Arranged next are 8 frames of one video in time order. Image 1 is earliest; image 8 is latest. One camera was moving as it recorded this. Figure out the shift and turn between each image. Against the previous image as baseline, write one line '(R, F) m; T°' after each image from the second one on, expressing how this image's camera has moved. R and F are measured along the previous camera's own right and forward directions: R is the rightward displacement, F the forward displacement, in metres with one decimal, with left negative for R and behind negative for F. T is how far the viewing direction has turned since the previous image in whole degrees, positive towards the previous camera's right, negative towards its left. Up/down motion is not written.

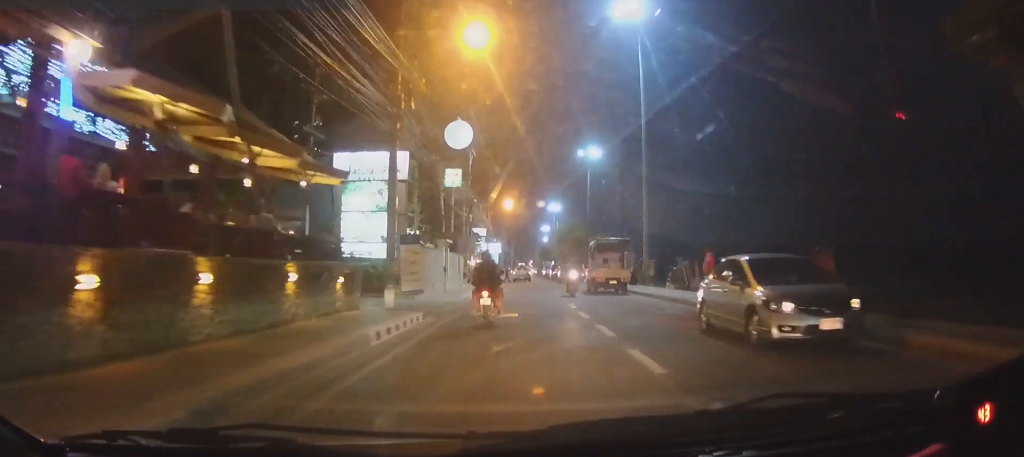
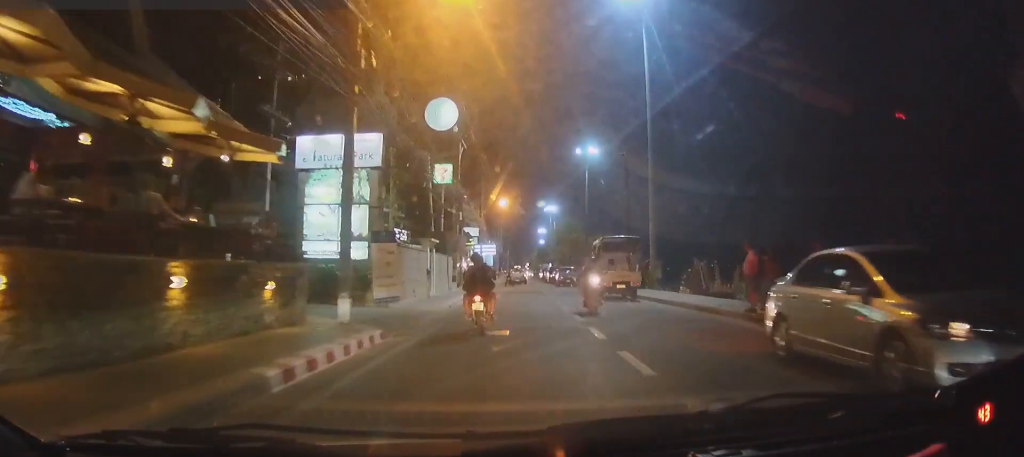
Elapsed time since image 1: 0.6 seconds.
(+0.1, +3.9) m; +1°
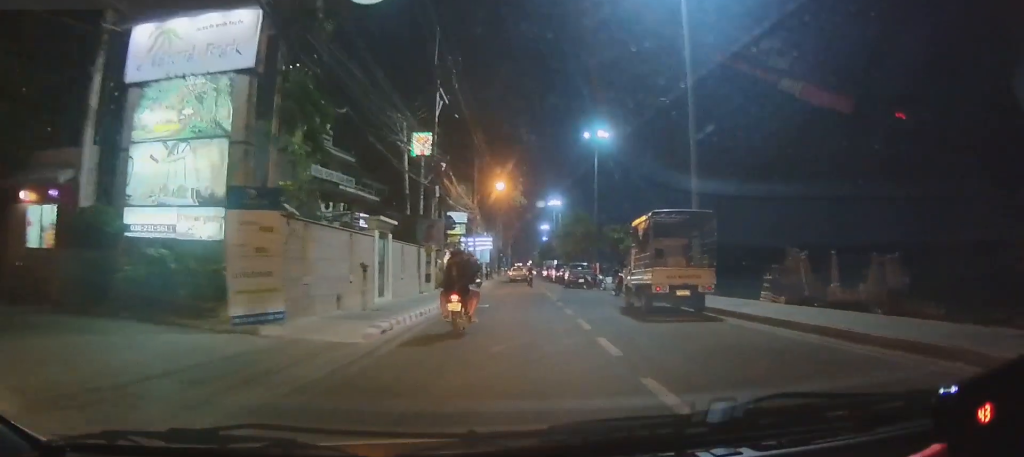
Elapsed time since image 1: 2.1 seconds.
(-0.3, +11.0) m; -4°
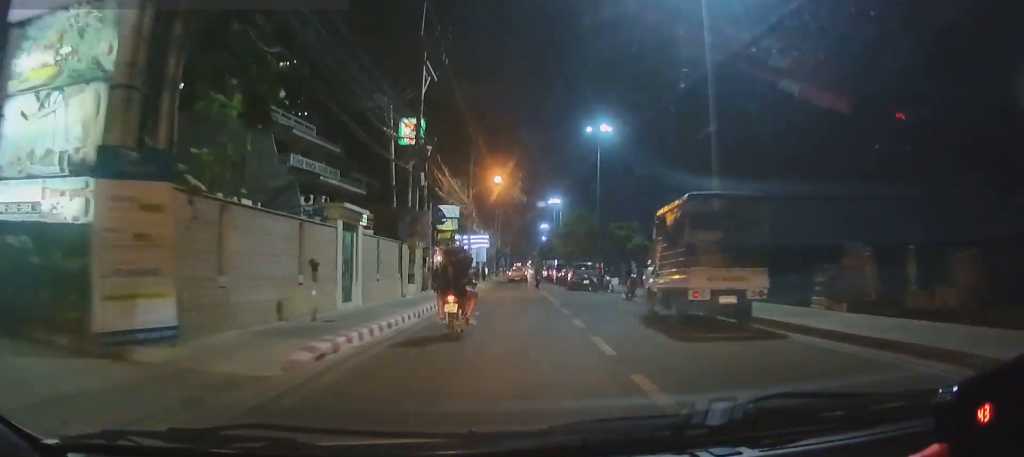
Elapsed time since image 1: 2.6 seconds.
(-0.1, +3.9) m; -1°
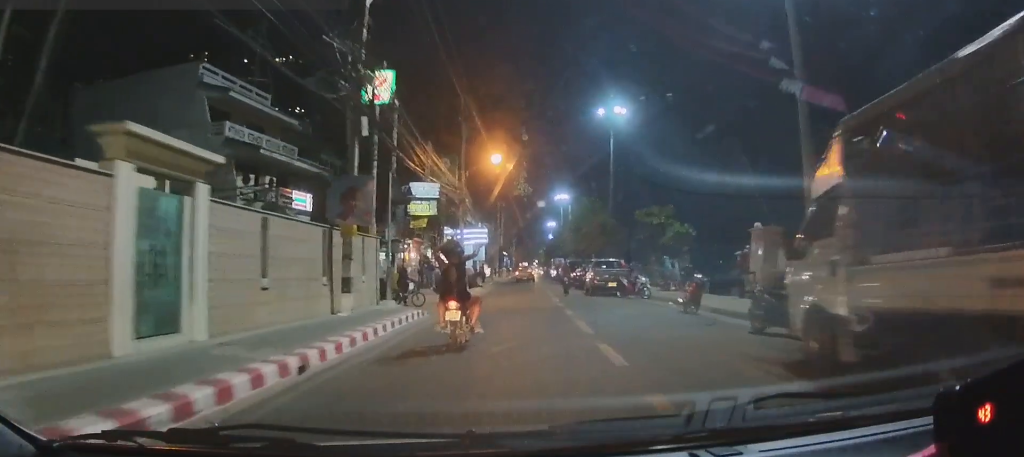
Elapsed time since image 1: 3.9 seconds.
(-0.1, +9.2) m; 0°
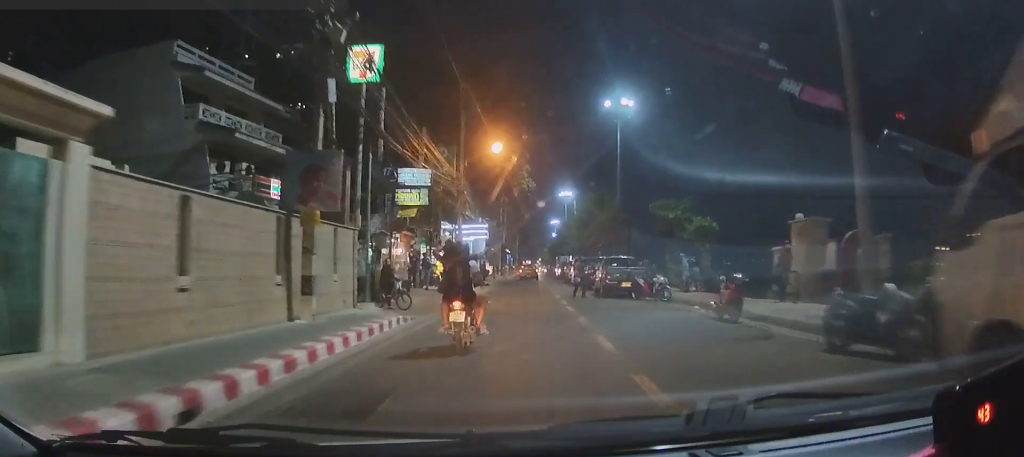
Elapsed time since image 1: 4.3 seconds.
(+0.1, +2.9) m; 0°
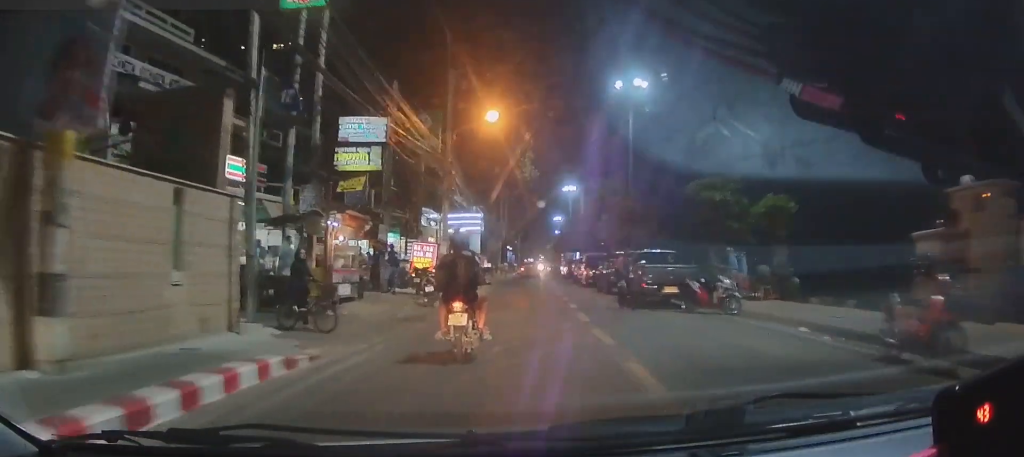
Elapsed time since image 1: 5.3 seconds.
(-0.1, +7.3) m; -2°
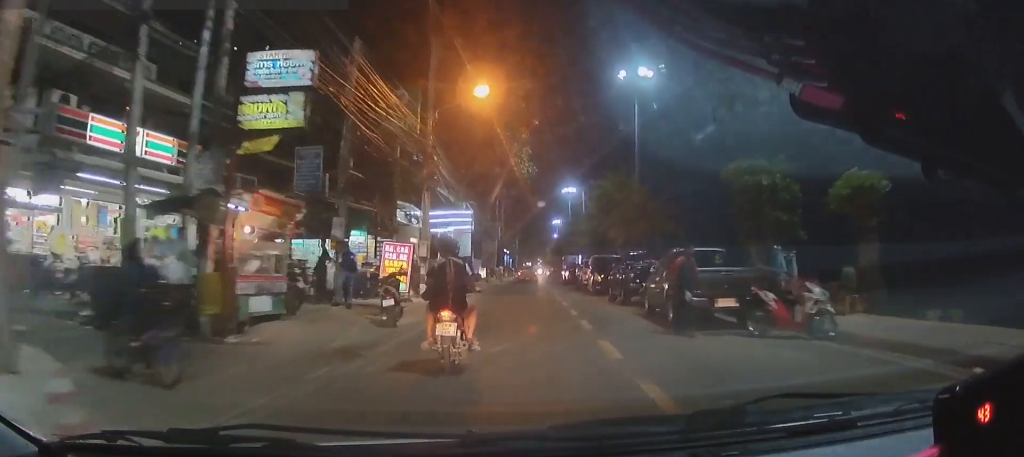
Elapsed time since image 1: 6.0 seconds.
(-0.1, +5.3) m; +2°
